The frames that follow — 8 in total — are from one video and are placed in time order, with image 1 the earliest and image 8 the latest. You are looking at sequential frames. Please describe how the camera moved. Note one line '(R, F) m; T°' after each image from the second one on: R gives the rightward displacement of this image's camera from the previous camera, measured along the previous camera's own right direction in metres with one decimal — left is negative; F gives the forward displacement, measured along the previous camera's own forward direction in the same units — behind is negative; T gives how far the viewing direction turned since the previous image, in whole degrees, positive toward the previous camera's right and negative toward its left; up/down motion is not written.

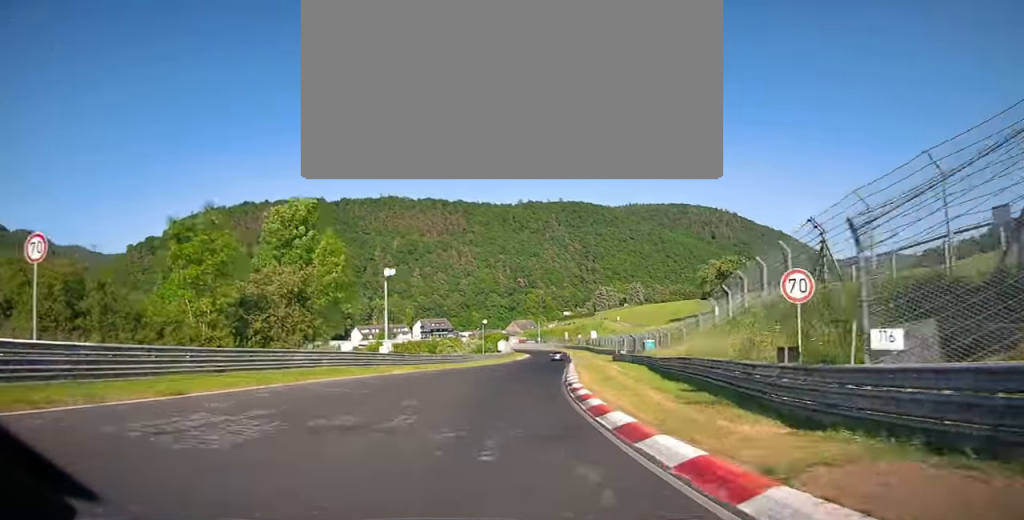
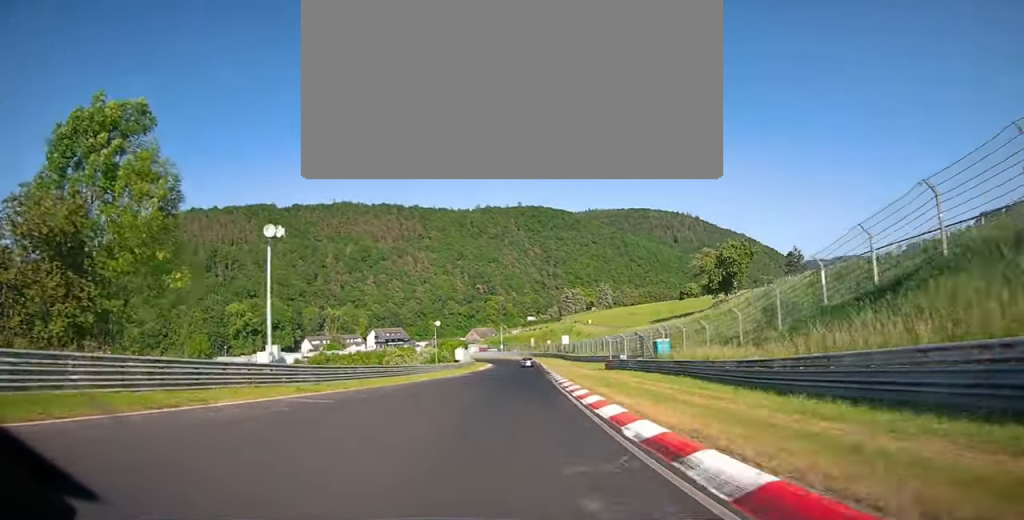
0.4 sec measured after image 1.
(+0.1, +16.9) m; +2°
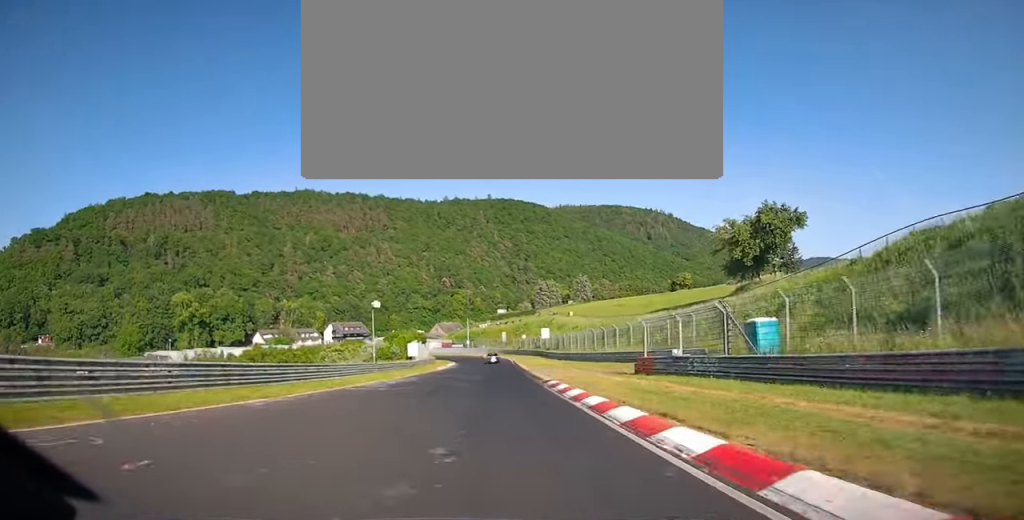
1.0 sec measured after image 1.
(+0.7, +22.2) m; +1°
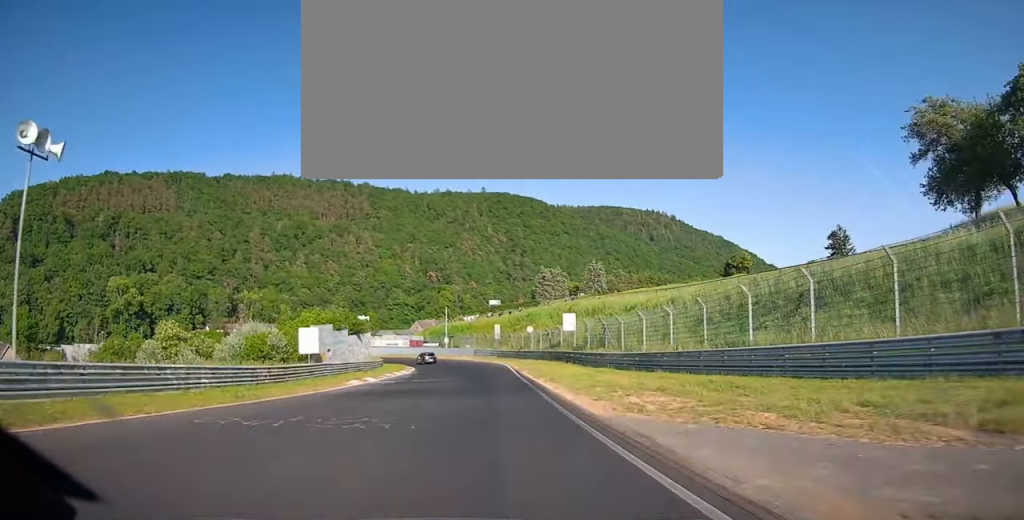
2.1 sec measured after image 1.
(+0.6, +42.3) m; +1°
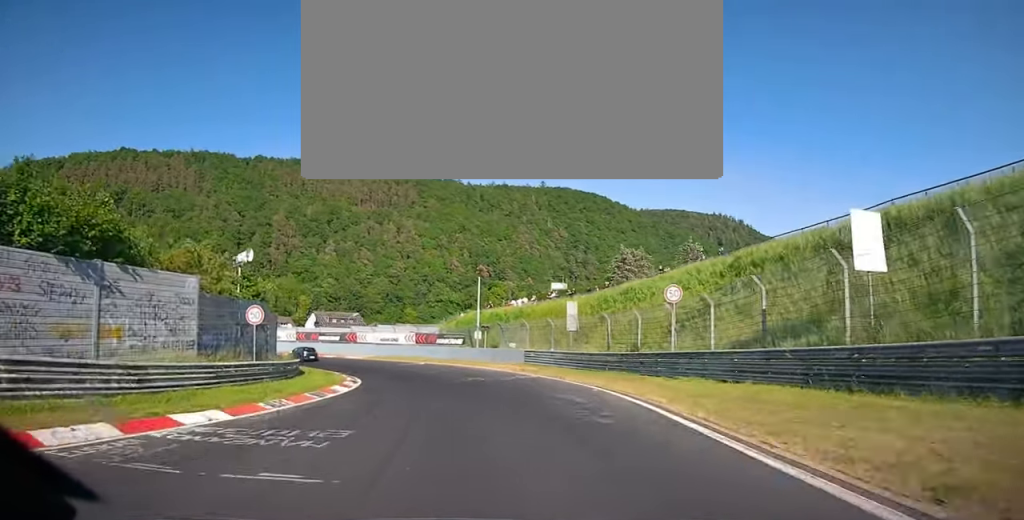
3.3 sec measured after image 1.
(-0.2, +42.5) m; -11°
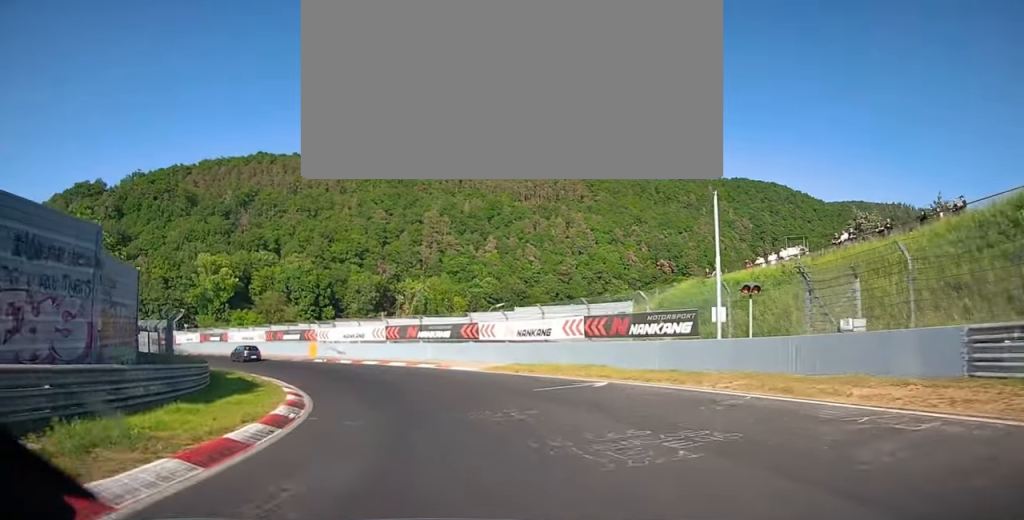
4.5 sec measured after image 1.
(-7.0, +26.4) m; -23°
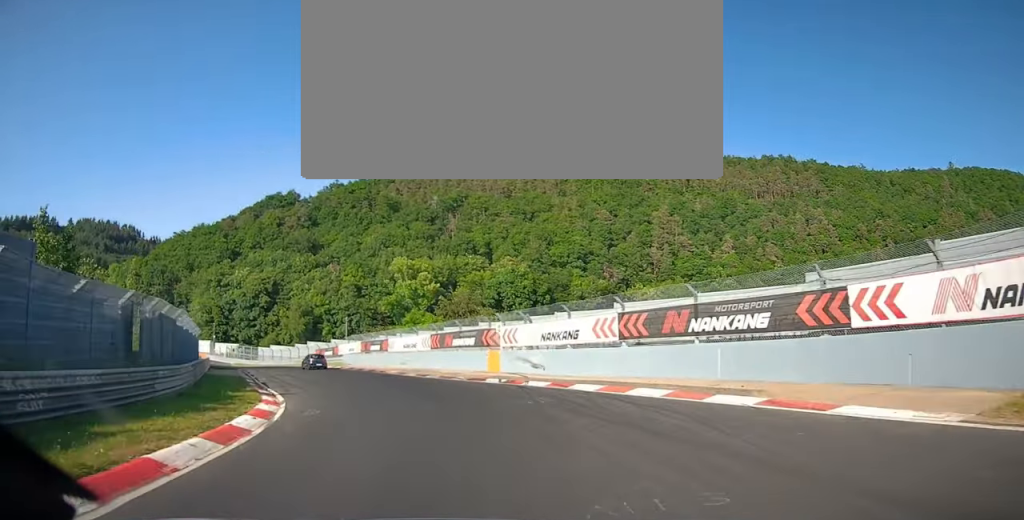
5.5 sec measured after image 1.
(-1.2, +22.8) m; -17°
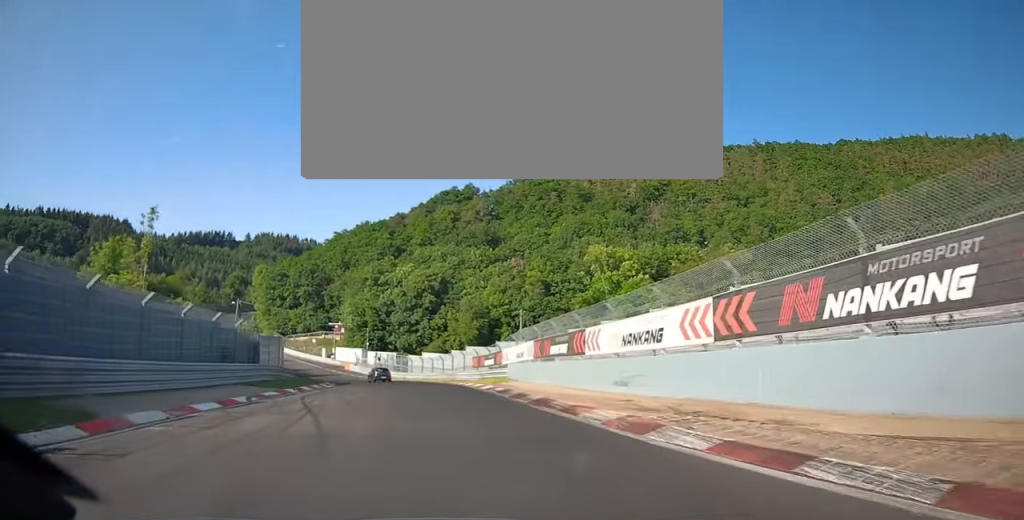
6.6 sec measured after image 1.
(-7.5, +27.7) m; -22°
